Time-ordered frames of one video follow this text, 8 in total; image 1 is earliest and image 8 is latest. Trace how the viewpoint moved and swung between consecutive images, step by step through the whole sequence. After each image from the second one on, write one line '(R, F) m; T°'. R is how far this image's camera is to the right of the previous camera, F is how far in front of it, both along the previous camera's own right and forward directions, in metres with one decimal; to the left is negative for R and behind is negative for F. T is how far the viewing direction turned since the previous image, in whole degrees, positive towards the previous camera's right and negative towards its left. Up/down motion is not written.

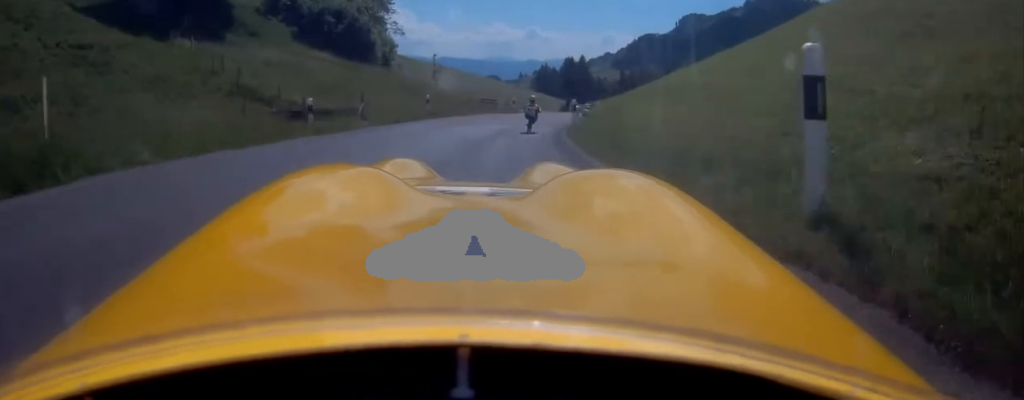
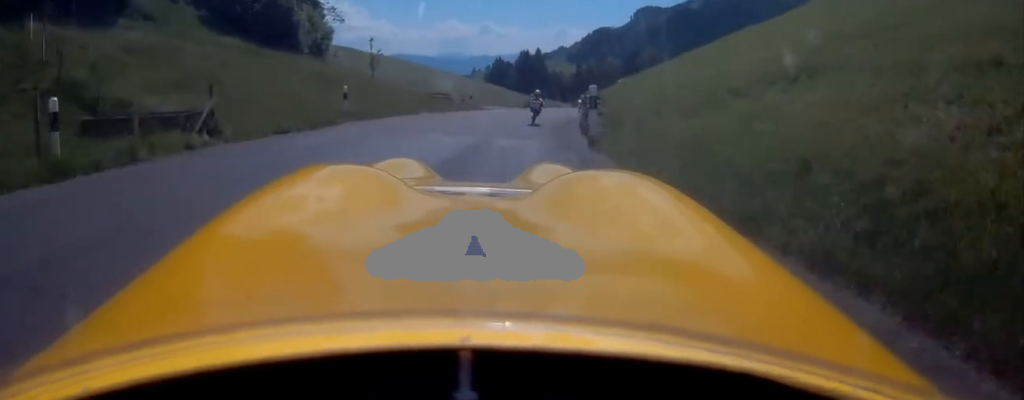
(+0.2, +10.0) m; +4°
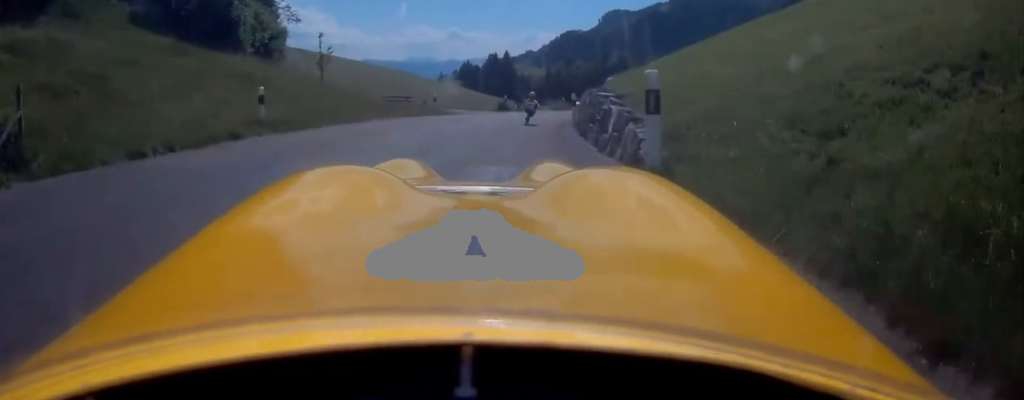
(+0.2, +5.3) m; +2°
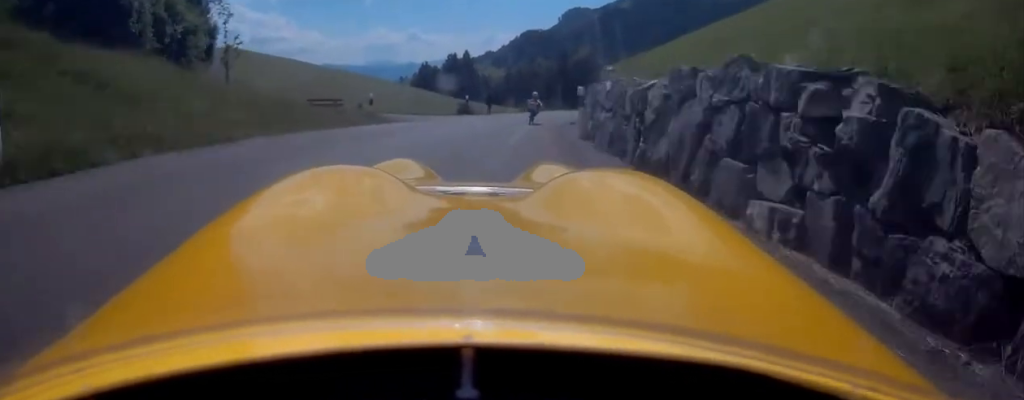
(+0.1, +8.1) m; +4°
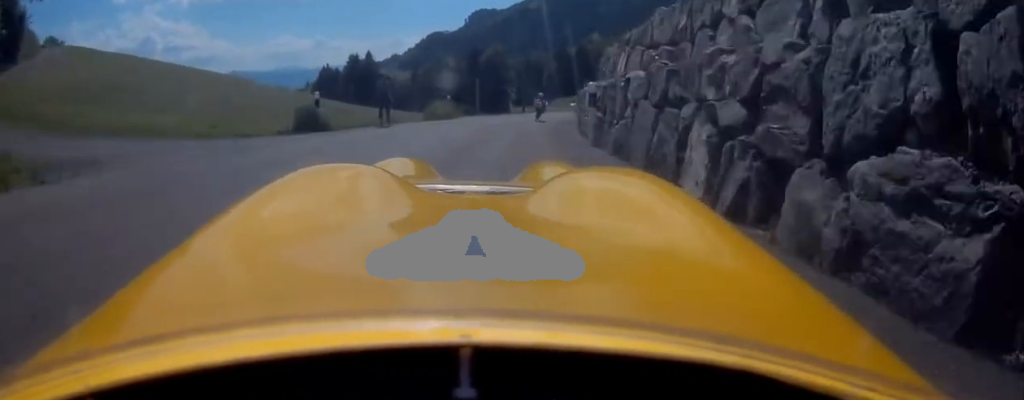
(+1.5, +16.1) m; +10°
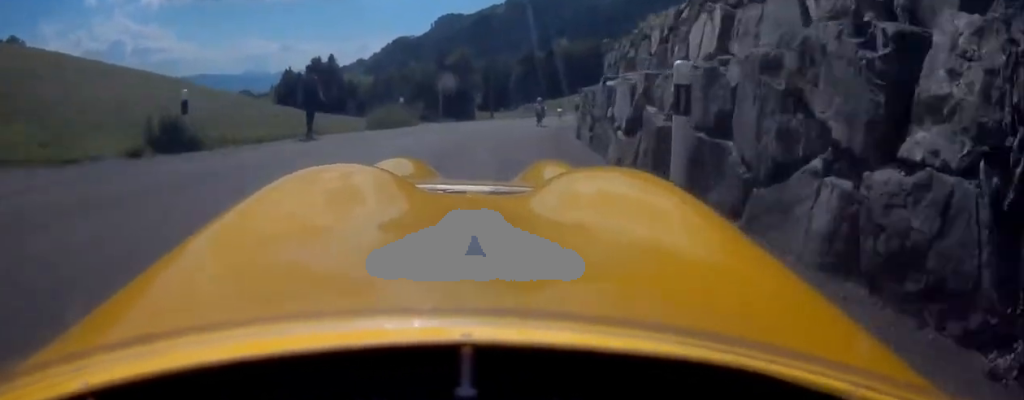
(+0.2, +5.7) m; +3°
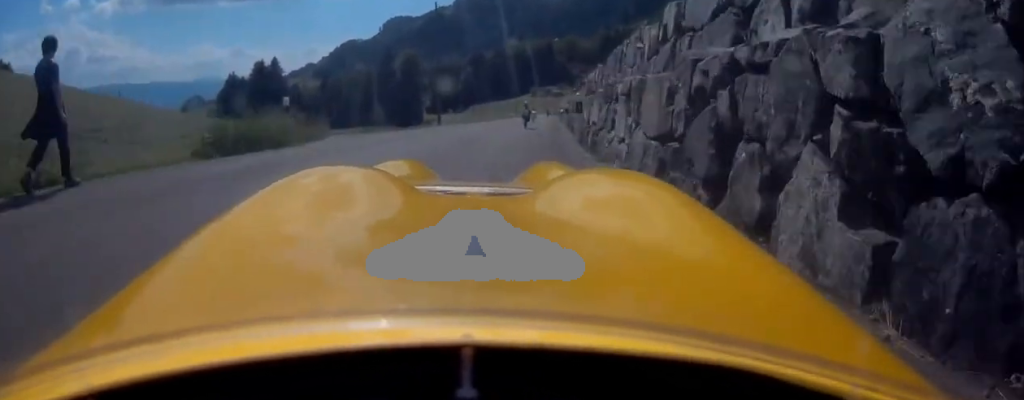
(+0.3, +8.5) m; +4°
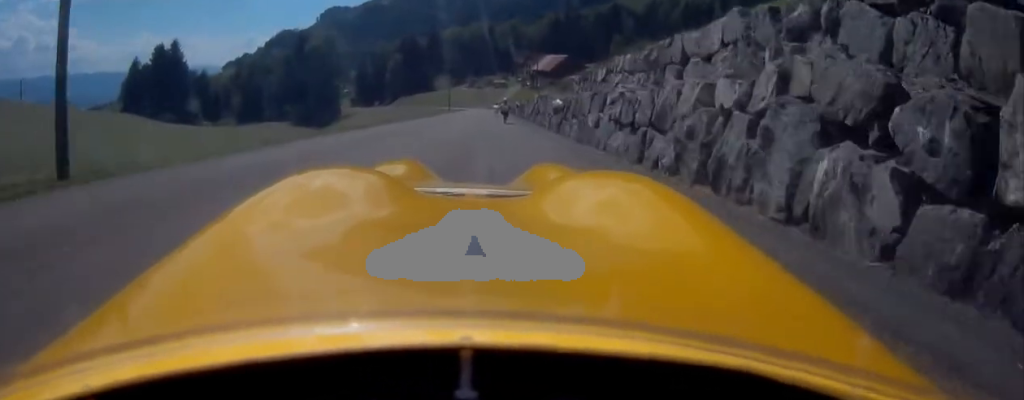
(+3.6, +30.5) m; +10°
